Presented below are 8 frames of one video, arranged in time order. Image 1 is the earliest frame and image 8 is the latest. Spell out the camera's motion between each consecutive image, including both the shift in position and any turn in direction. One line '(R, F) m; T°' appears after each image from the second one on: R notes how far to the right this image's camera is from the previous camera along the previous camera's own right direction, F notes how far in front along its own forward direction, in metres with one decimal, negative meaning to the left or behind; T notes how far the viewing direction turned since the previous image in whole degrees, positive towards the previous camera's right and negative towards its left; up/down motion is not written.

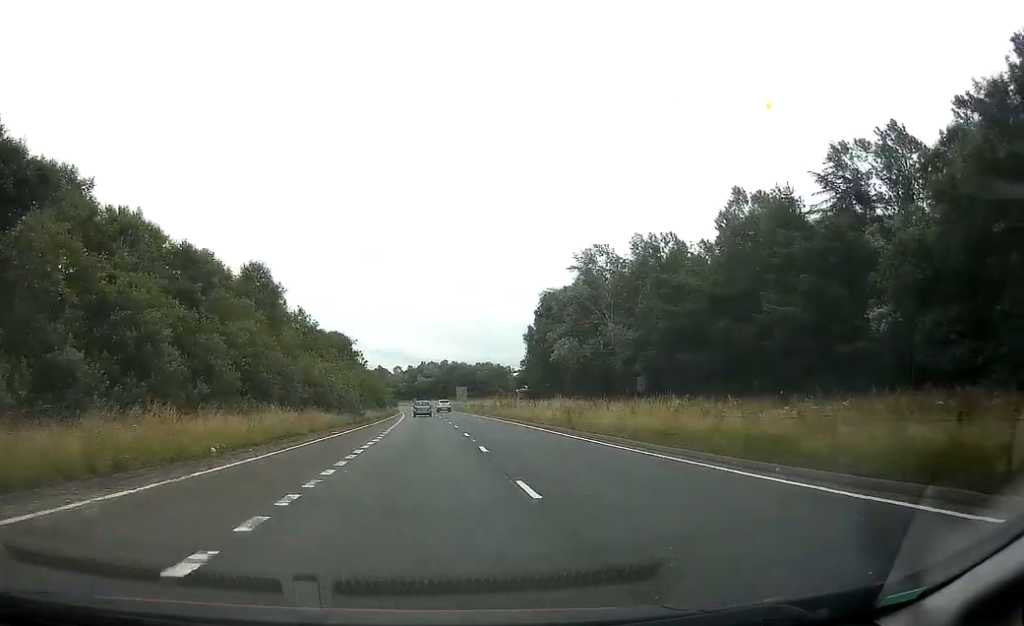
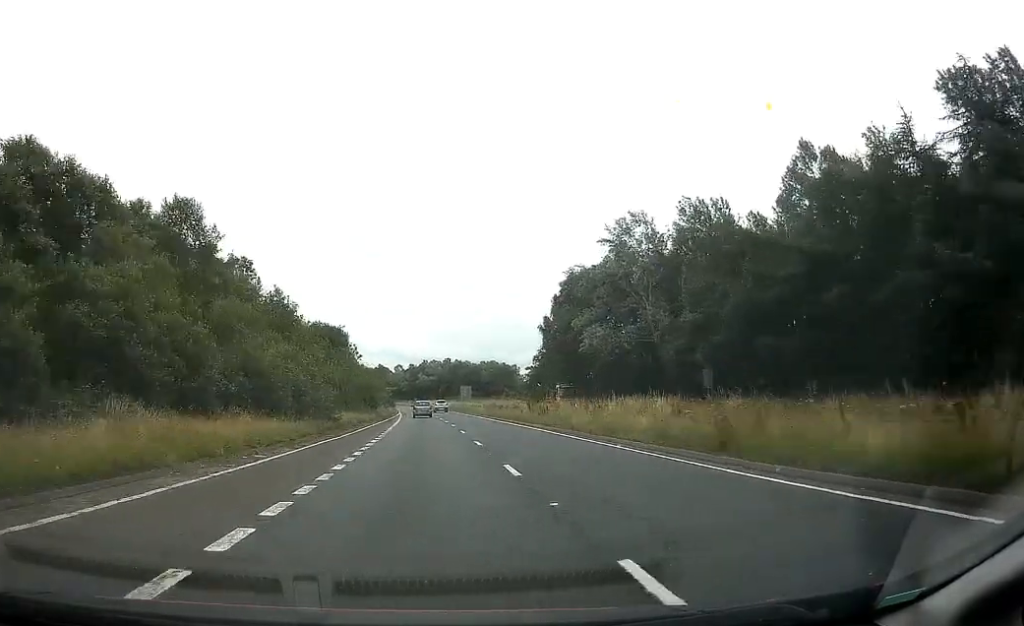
(-0.1, +14.8) m; 0°
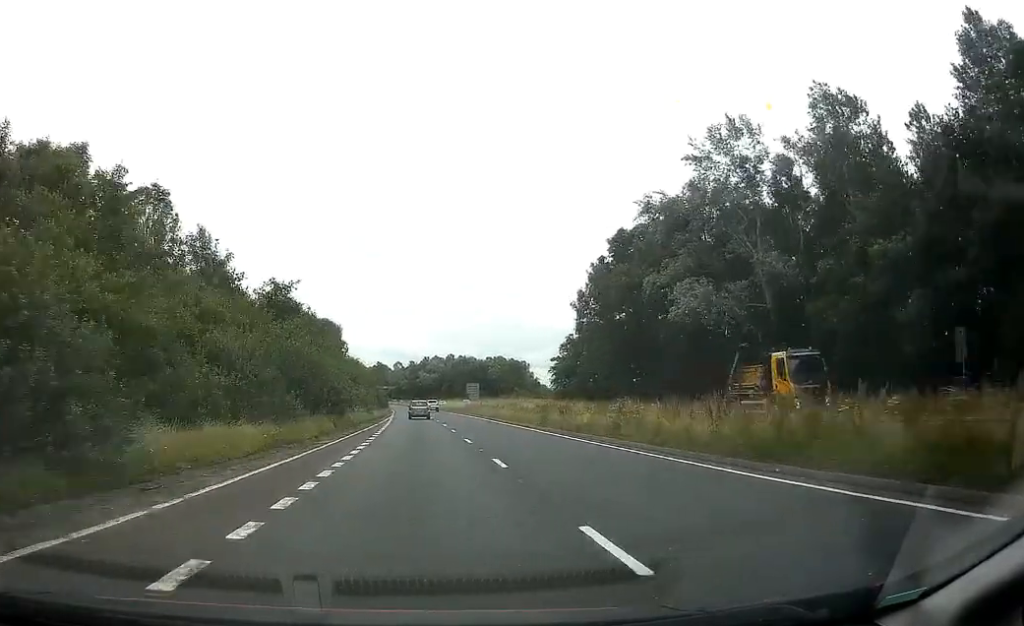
(+0.3, +24.4) m; 0°
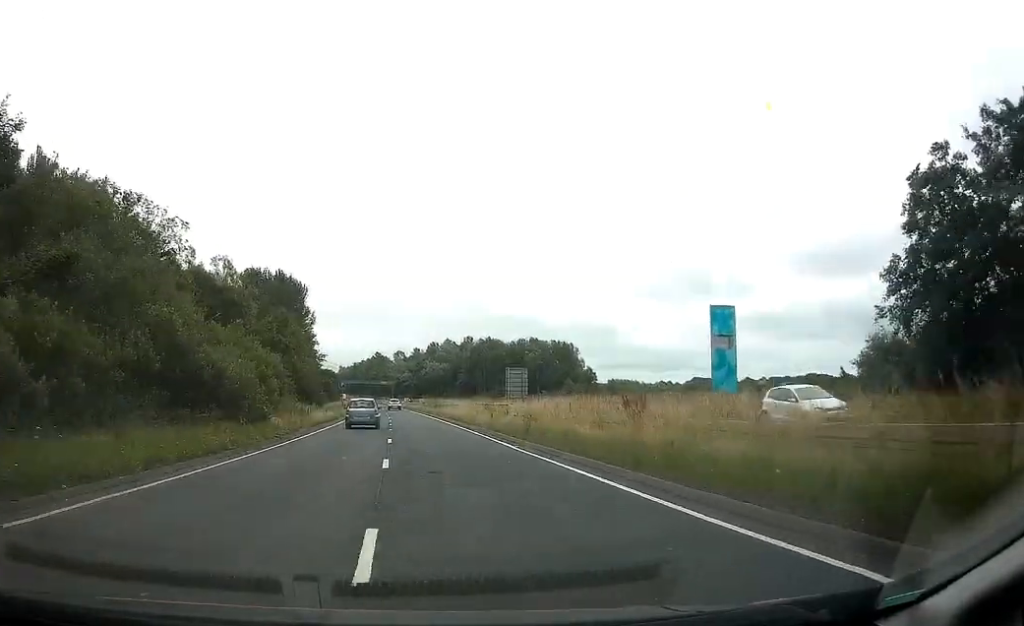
(-1.4, +79.2) m; -1°
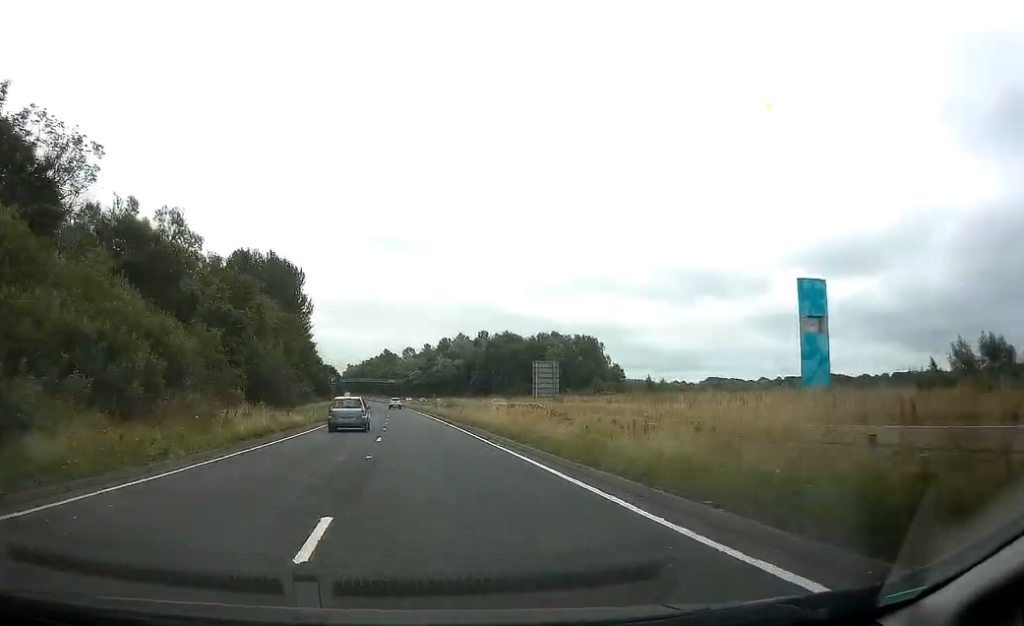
(0.0, +17.2) m; -1°
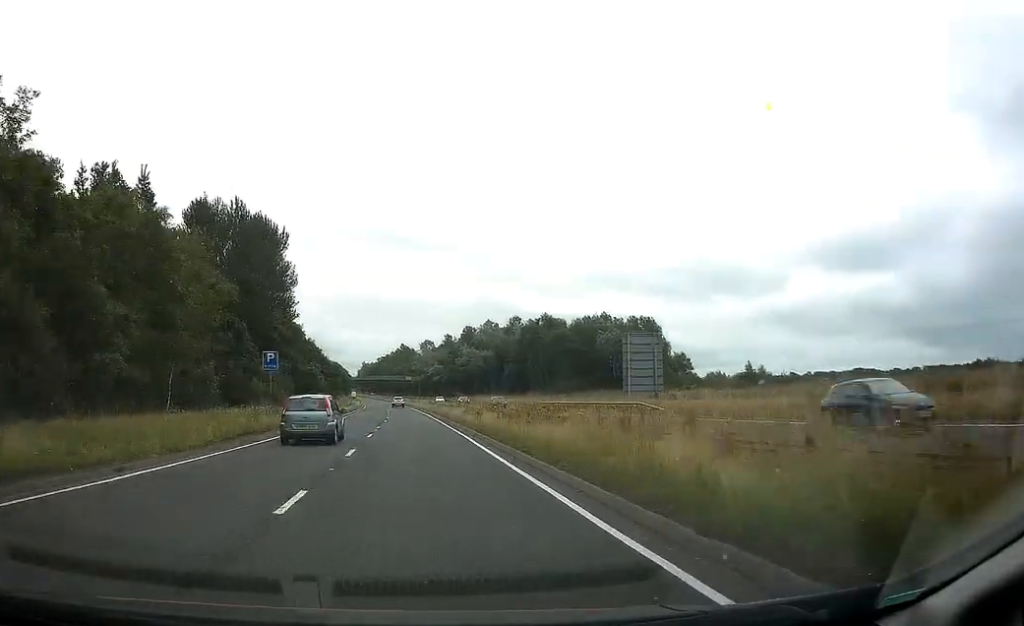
(-0.5, +33.5) m; -2°
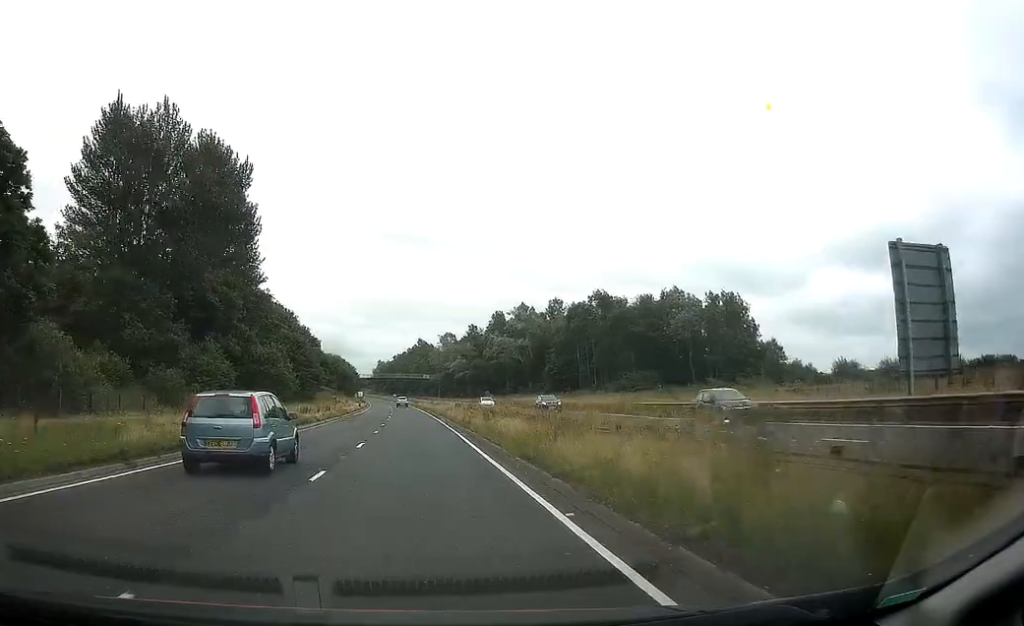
(-0.5, +31.5) m; -2°
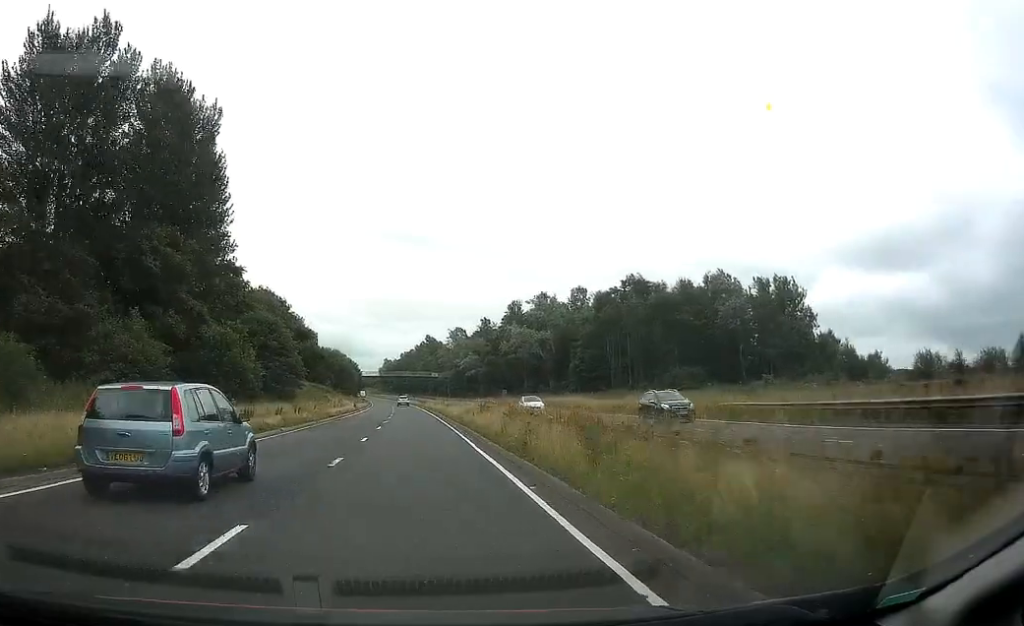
(+0.1, +15.2) m; -1°
